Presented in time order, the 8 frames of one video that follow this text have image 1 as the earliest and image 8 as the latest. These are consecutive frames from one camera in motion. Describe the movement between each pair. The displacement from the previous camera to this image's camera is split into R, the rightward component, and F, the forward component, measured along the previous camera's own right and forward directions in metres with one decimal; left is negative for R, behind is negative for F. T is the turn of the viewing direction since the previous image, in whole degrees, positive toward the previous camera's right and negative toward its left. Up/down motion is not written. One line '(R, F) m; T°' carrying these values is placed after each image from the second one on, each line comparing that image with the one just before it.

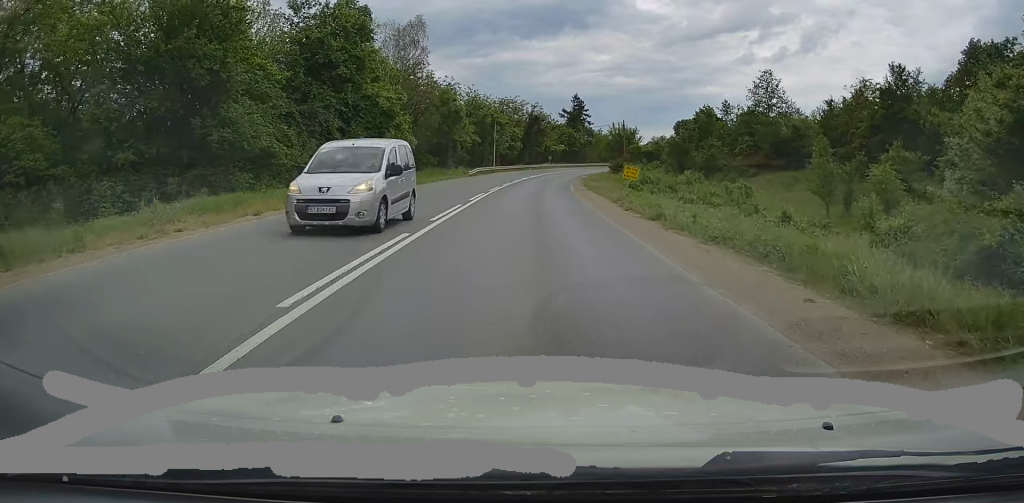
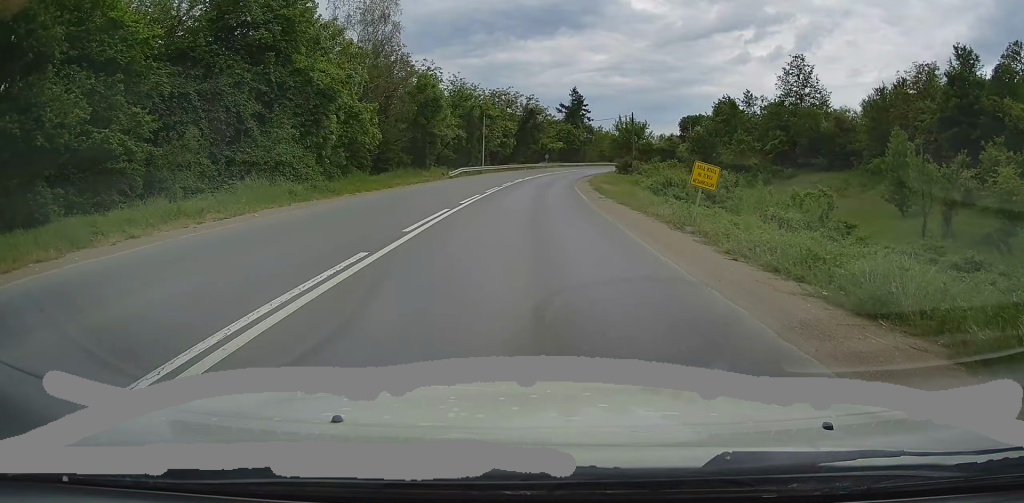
(0.0, +11.5) m; 0°
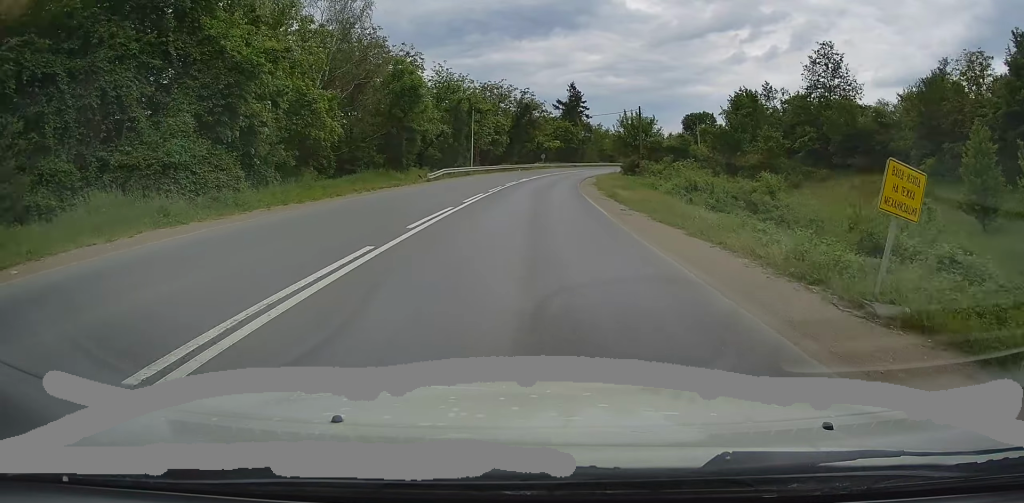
(0.0, +8.2) m; +1°
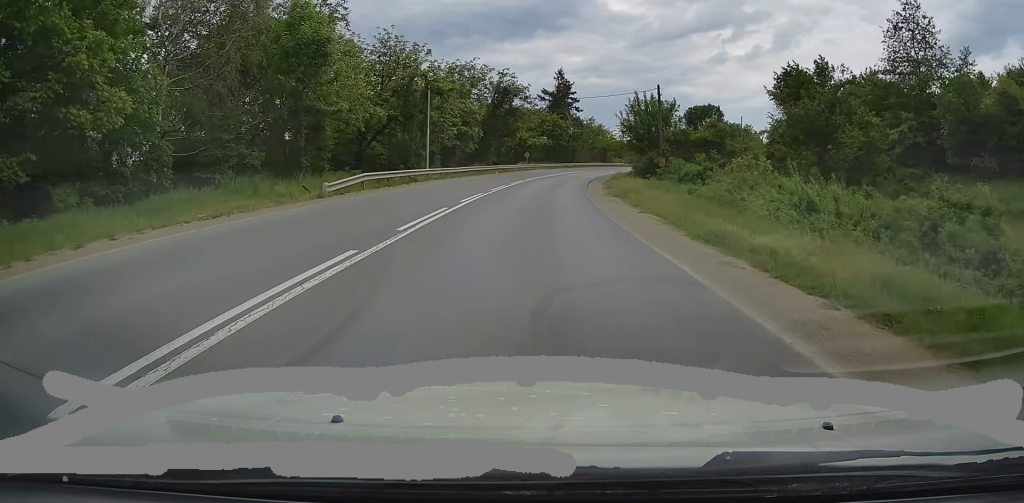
(+0.2, +18.2) m; +2°
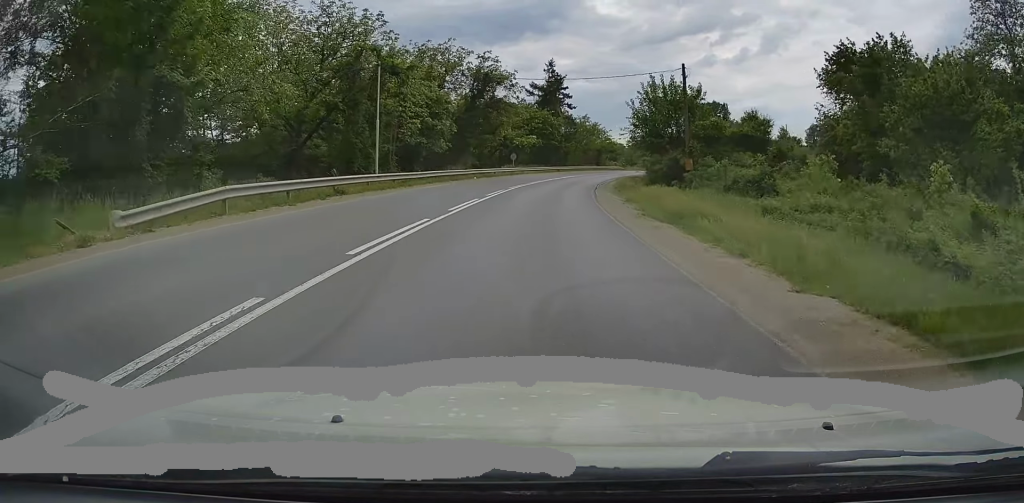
(+0.1, +11.9) m; +2°
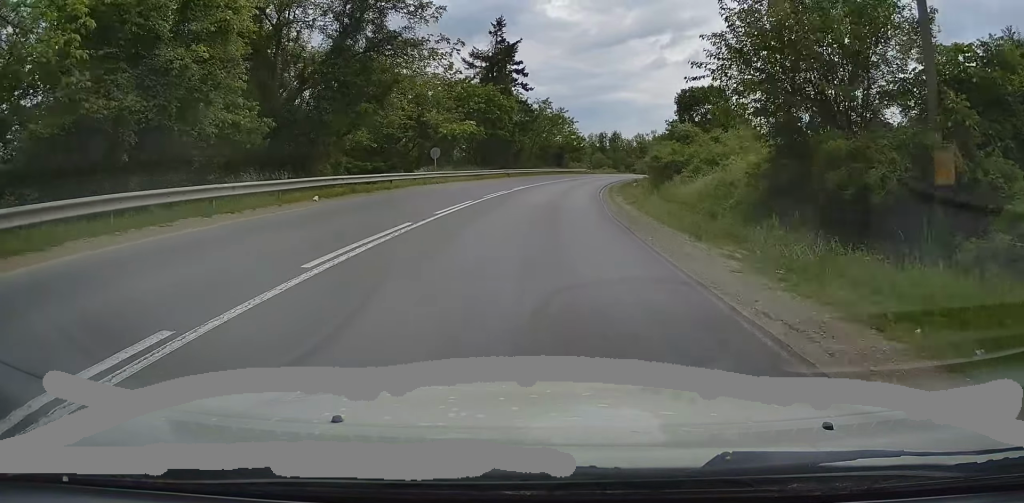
(+0.7, +27.9) m; +3°
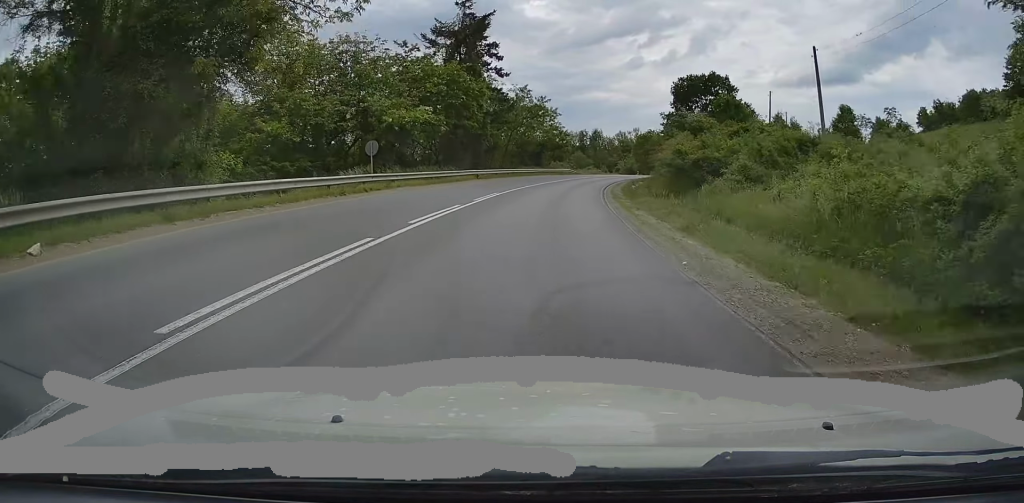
(0.0, +11.7) m; +2°
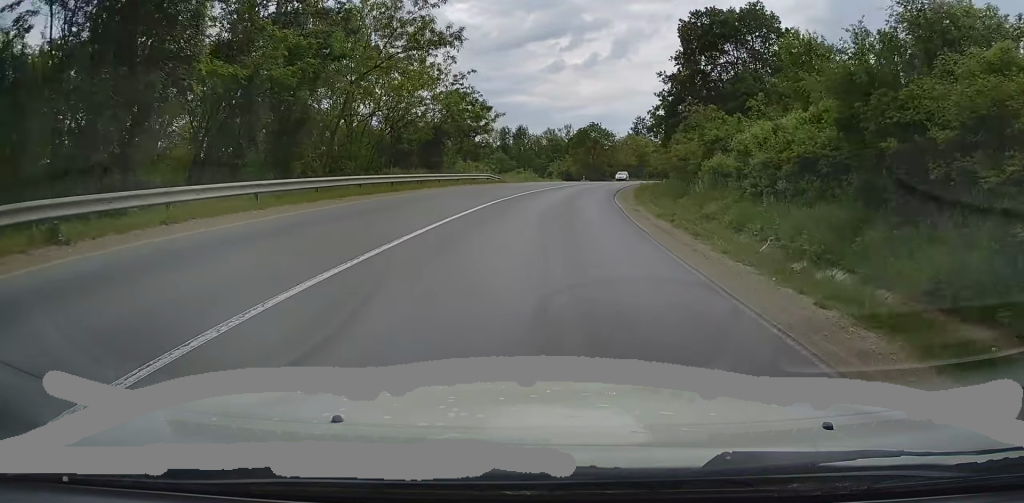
(+3.4, +37.3) m; +8°
